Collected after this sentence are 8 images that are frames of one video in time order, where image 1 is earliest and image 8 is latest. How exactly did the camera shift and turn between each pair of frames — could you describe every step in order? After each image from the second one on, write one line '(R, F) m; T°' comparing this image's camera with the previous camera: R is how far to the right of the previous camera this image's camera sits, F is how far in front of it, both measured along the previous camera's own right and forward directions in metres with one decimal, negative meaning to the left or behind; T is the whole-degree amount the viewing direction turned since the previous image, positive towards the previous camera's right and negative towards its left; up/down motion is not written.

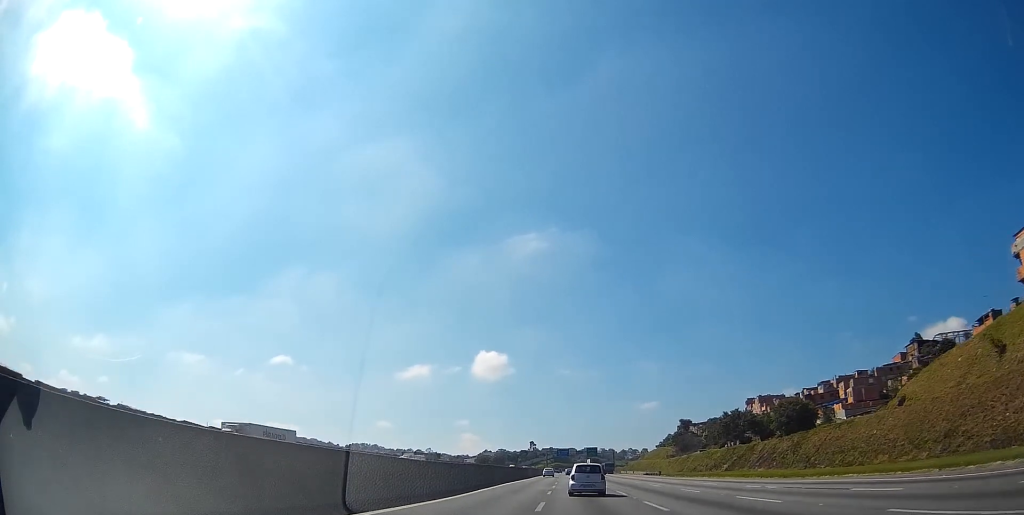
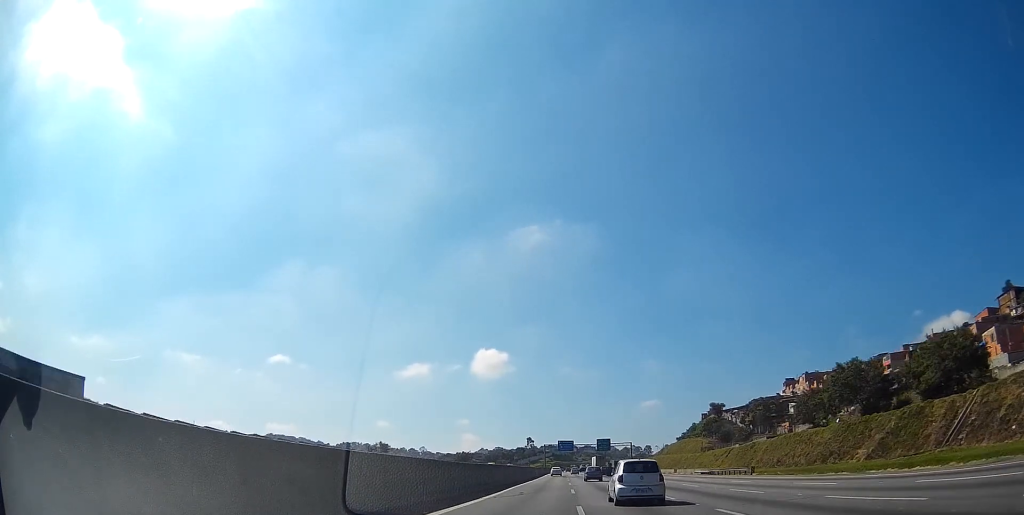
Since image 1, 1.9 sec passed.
(-0.7, +53.0) m; 0°
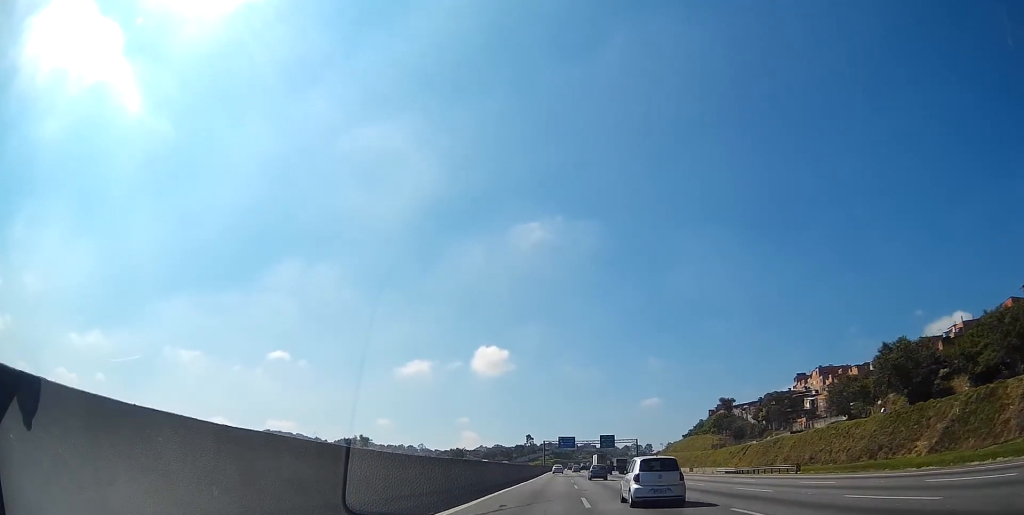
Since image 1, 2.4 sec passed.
(+0.1, +11.8) m; 0°
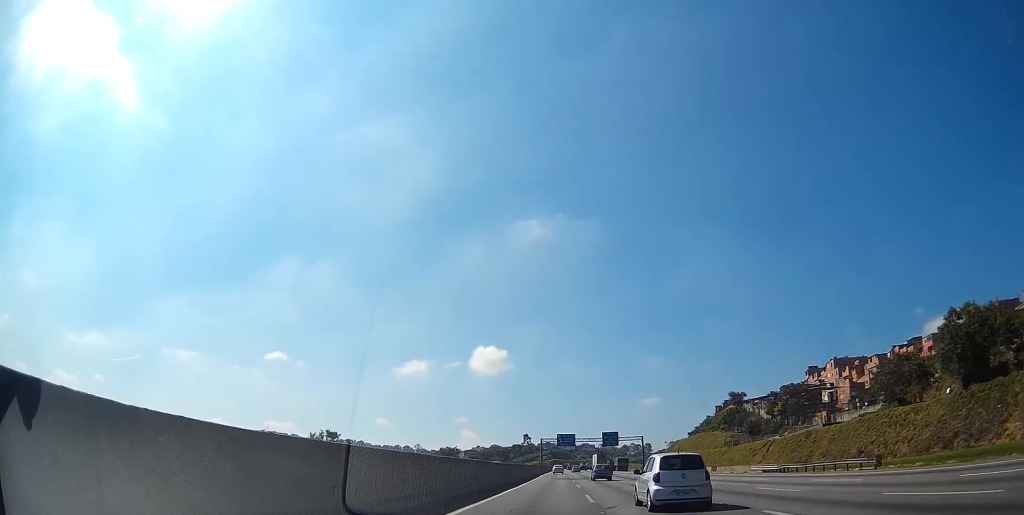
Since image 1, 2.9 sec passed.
(+0.3, +13.7) m; 0°
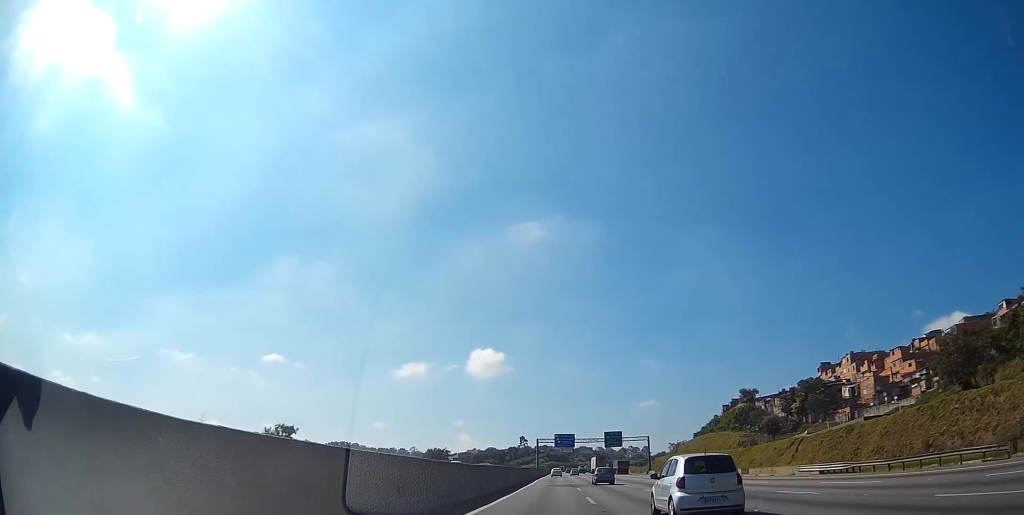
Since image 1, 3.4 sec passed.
(-0.1, +13.7) m; 0°
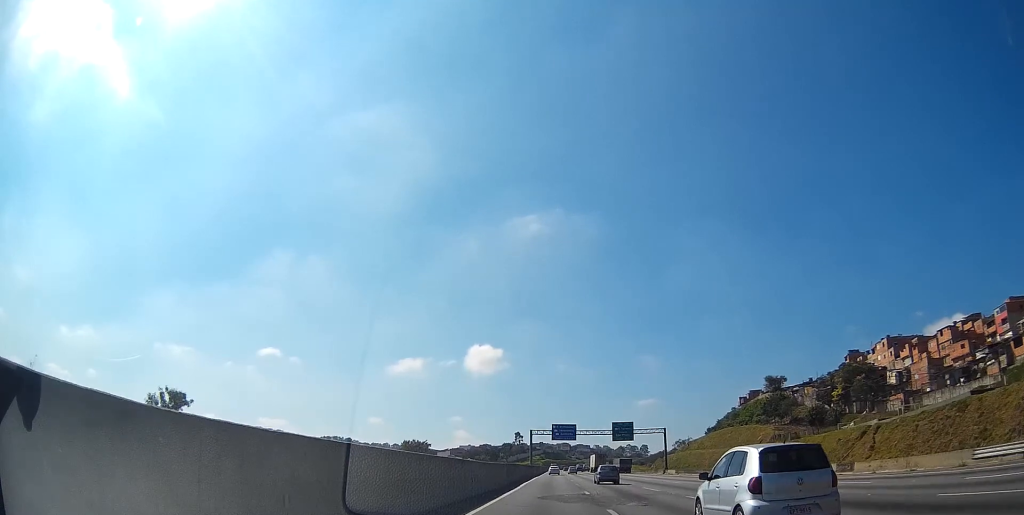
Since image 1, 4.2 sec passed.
(-0.3, +23.7) m; 0°
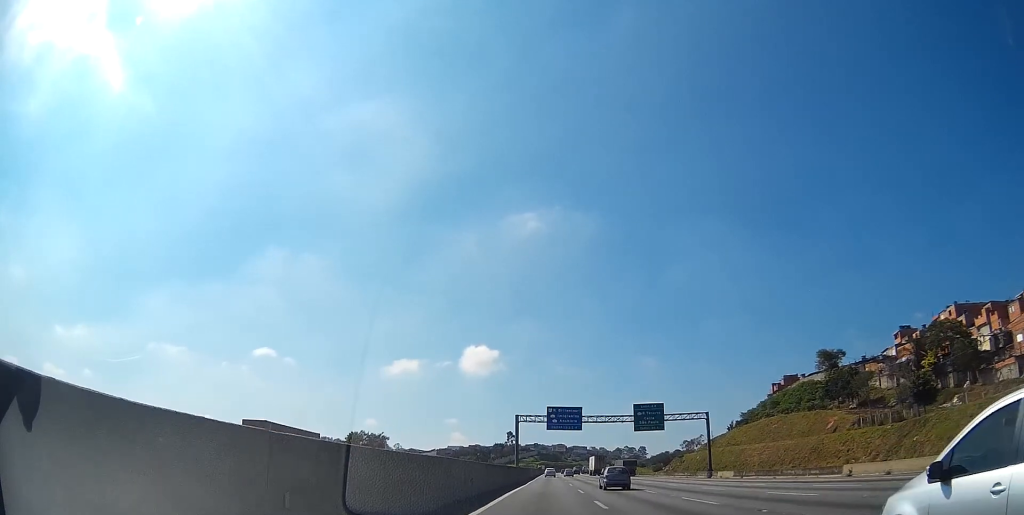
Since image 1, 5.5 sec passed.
(+0.4, +34.7) m; +1°
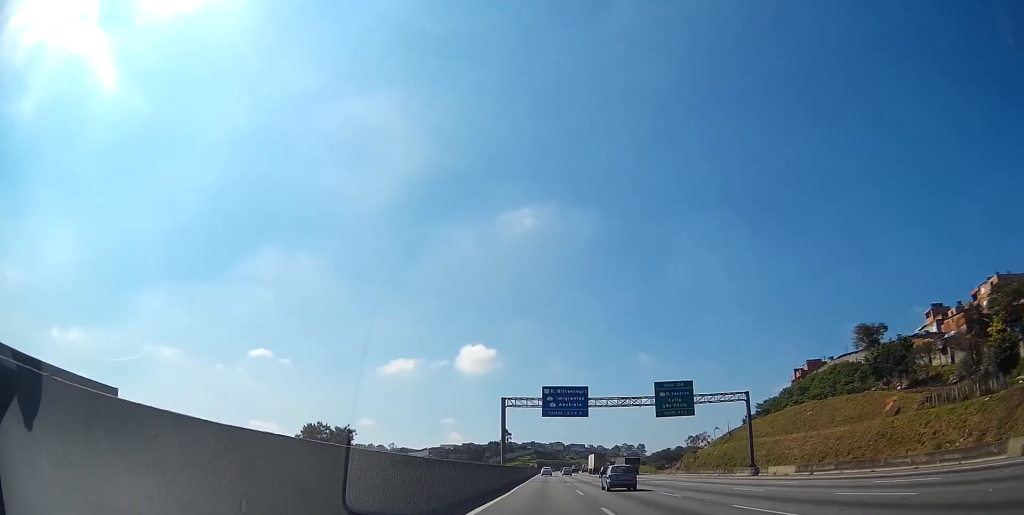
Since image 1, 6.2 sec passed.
(-0.1, +18.3) m; 0°
